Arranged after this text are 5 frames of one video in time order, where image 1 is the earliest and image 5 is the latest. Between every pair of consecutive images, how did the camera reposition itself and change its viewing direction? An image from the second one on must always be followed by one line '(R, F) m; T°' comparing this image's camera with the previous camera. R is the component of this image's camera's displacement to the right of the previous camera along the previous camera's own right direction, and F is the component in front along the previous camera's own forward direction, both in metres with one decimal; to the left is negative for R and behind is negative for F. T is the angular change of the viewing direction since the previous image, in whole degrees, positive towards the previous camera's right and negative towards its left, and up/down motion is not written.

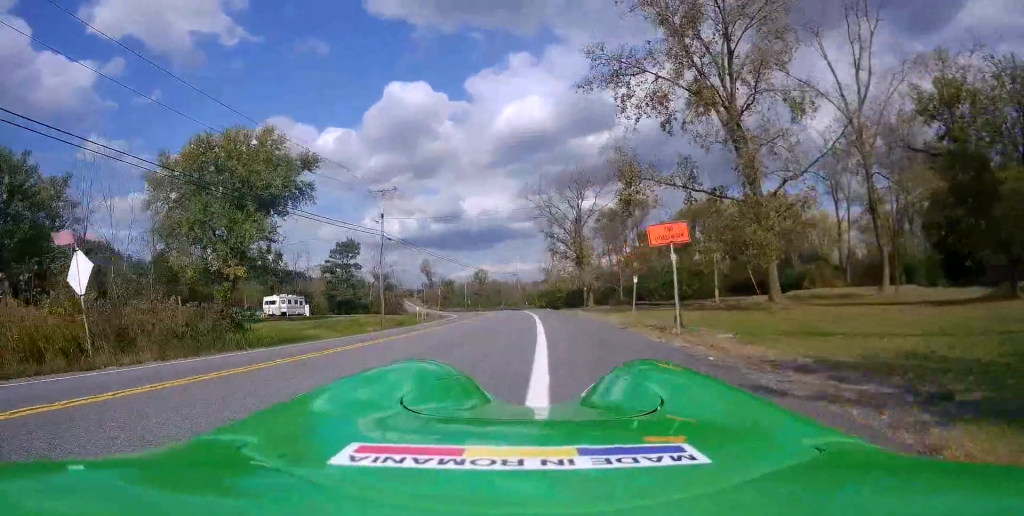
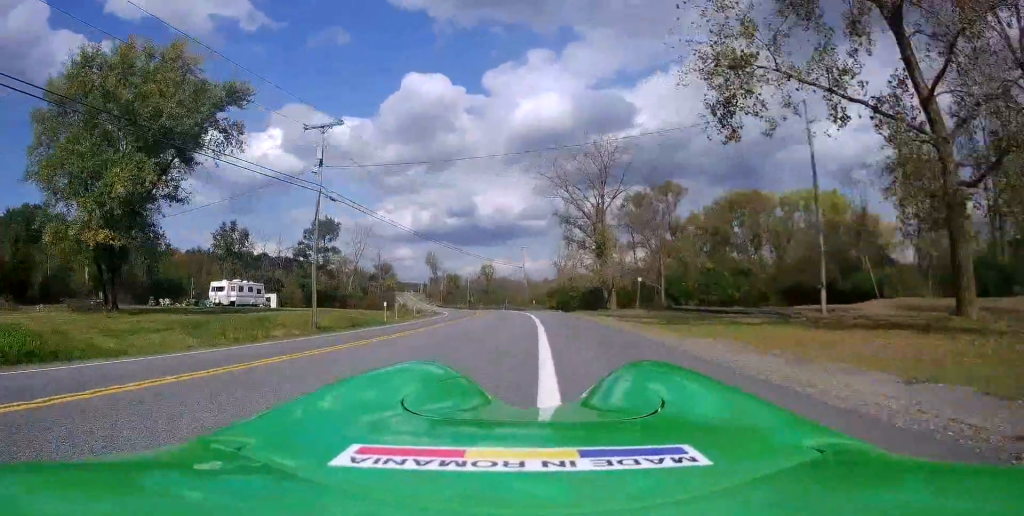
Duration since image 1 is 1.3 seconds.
(0.0, +16.2) m; -1°
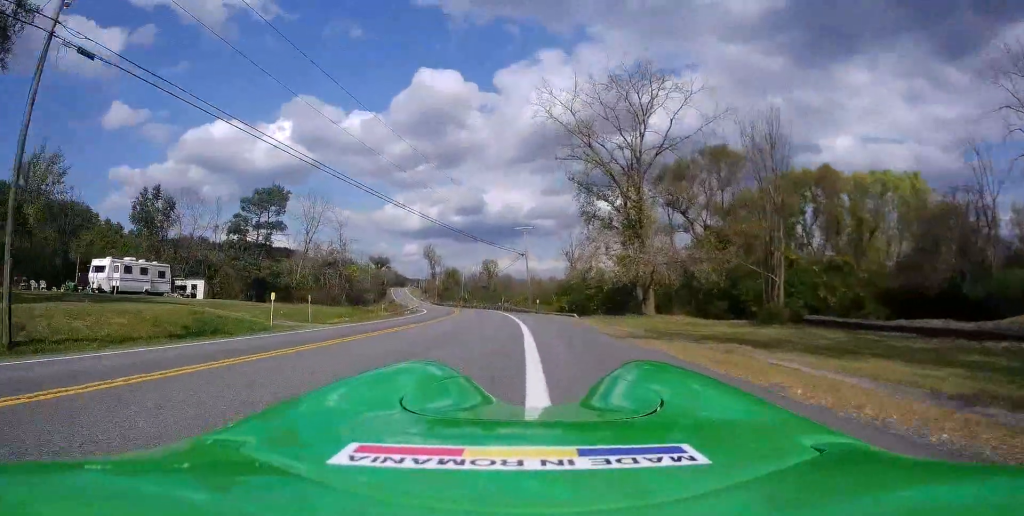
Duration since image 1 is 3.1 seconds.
(-0.8, +21.2) m; -3°
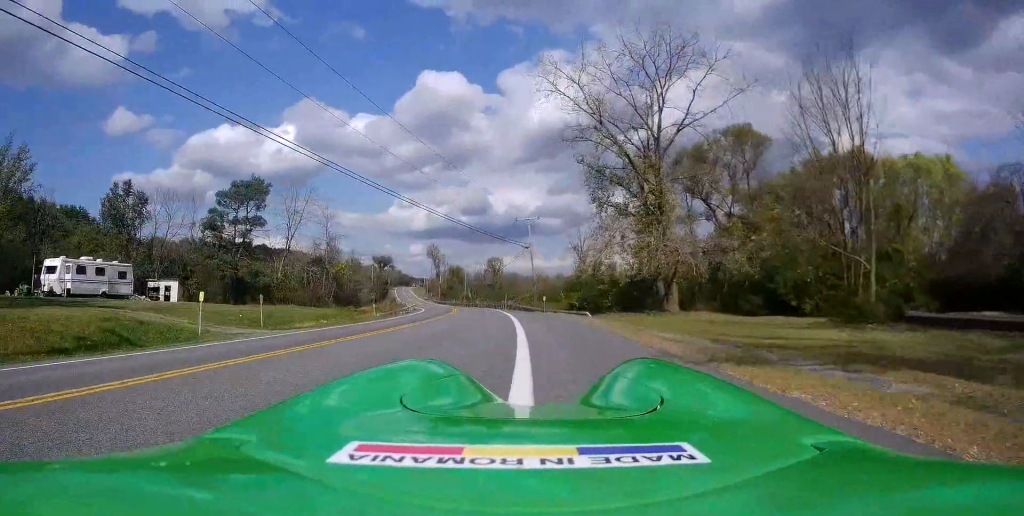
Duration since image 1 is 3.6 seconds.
(+0.1, +6.5) m; 0°
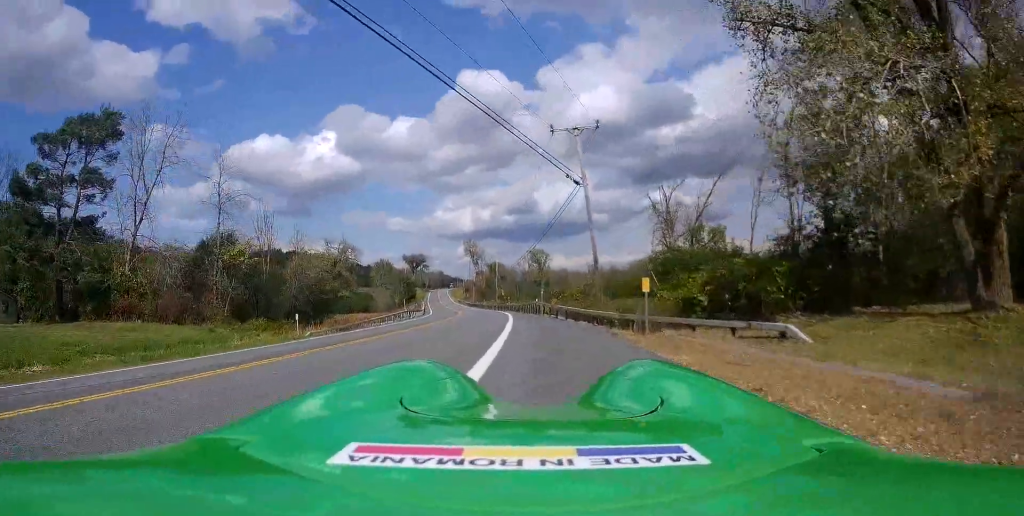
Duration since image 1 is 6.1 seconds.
(-1.0, +29.8) m; -3°
